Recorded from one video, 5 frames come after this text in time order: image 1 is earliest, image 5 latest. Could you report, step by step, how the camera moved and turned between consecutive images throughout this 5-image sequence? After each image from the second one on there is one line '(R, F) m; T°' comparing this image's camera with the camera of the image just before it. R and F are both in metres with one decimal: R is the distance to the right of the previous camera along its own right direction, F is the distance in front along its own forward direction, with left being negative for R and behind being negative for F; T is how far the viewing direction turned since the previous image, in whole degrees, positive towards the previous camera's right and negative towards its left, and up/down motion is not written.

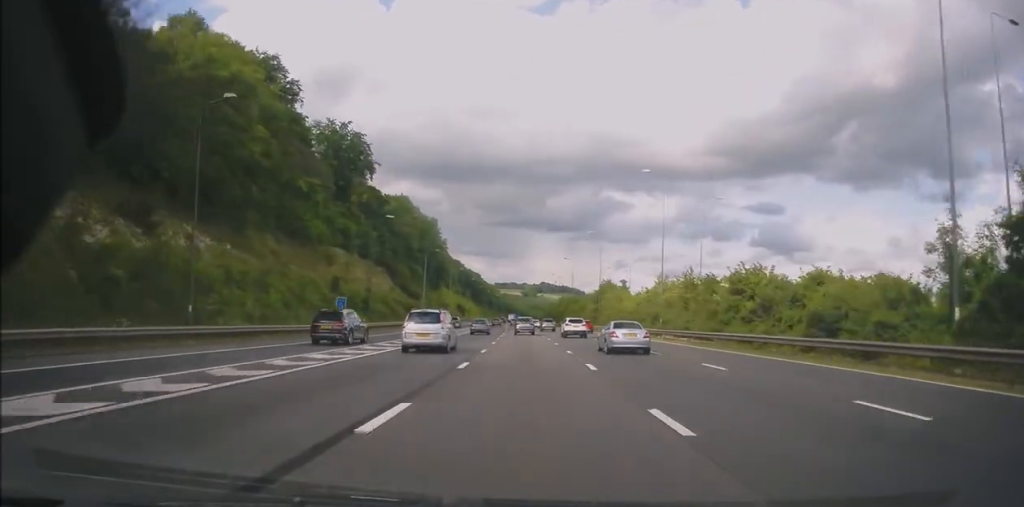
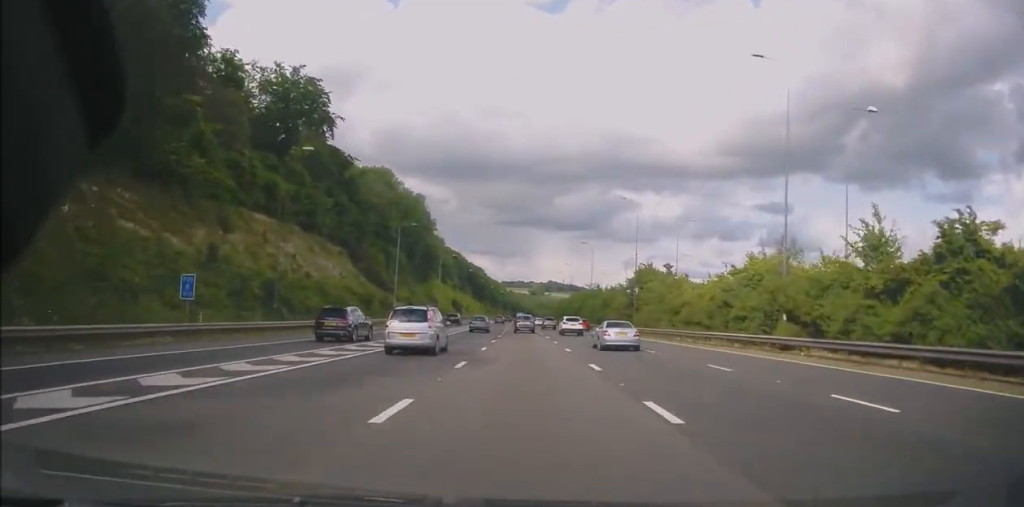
(+0.1, +26.8) m; 0°
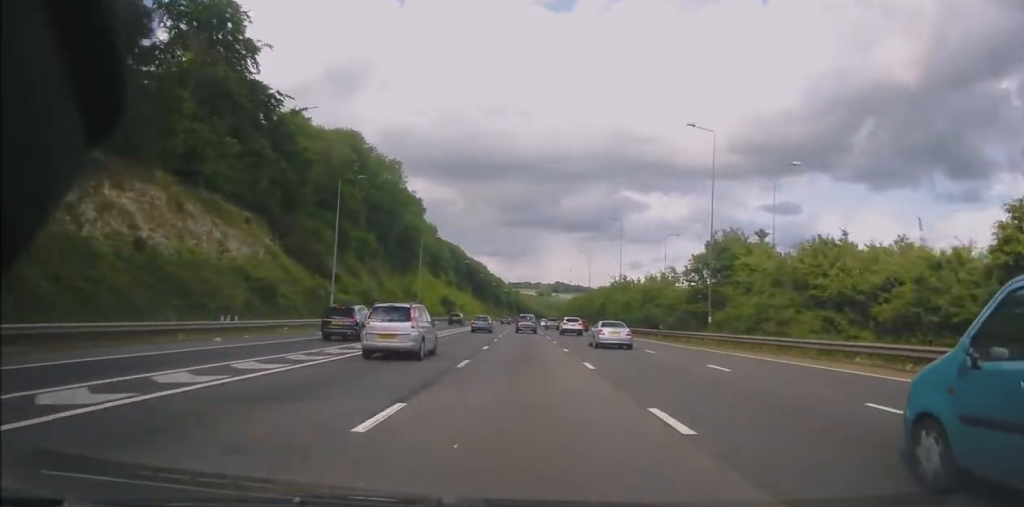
(-0.2, +26.9) m; -1°
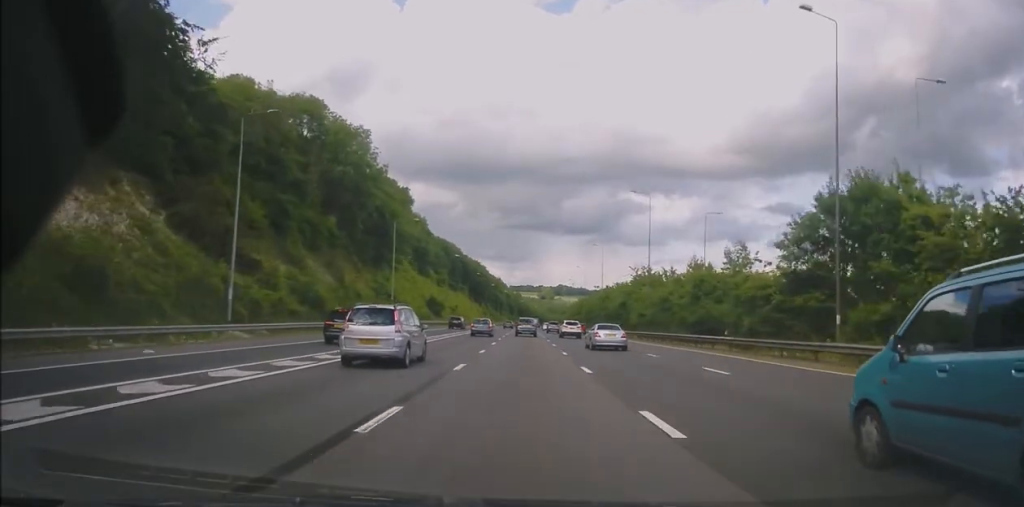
(-0.4, +18.2) m; -1°
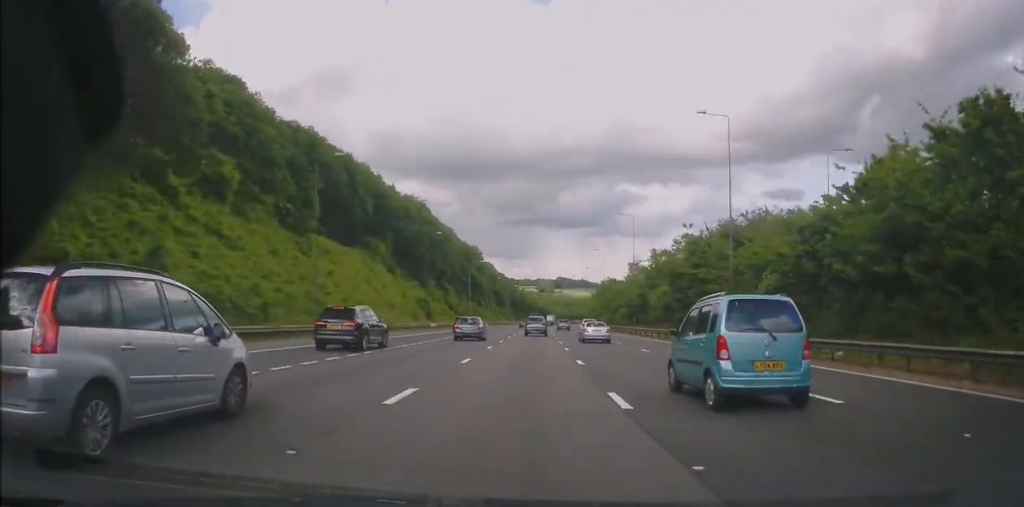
(0.0, +105.1) m; 0°
